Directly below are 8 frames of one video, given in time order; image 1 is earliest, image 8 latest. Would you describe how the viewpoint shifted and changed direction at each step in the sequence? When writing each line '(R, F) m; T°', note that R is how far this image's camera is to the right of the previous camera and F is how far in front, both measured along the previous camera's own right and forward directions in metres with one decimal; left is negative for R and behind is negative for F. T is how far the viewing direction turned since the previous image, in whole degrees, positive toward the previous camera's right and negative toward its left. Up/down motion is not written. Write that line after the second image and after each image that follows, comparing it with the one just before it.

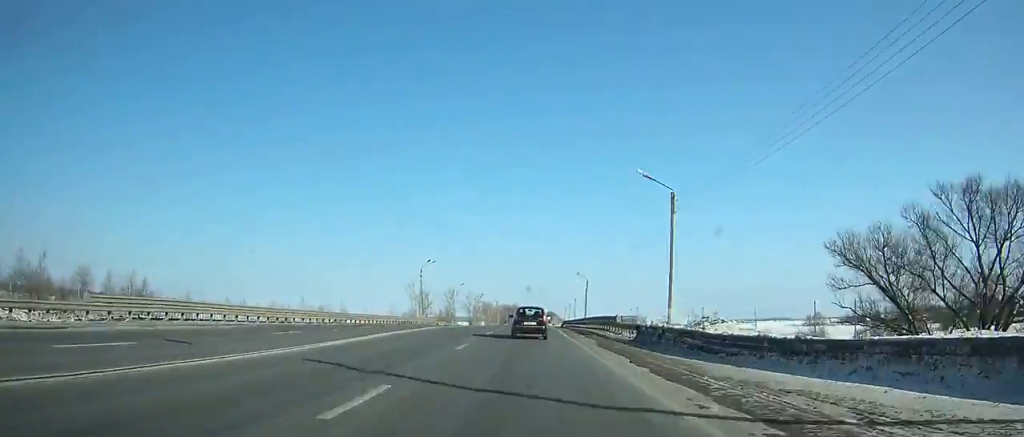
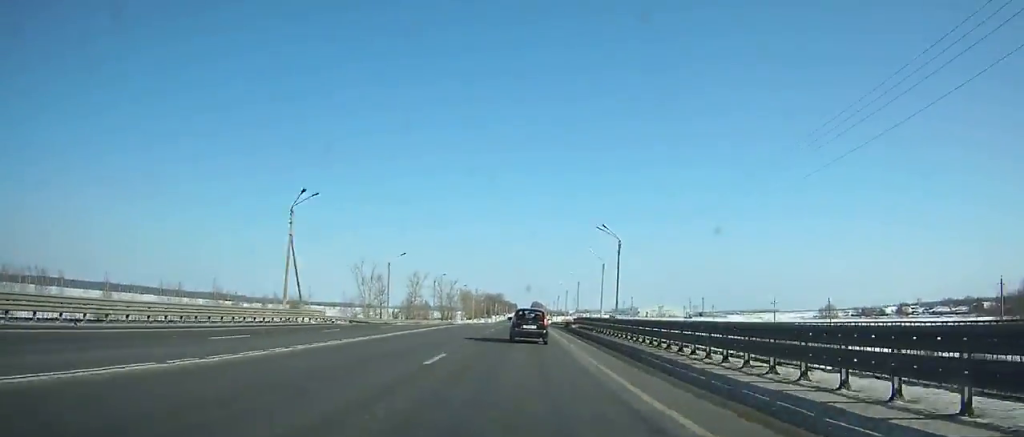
(+0.2, +52.3) m; +1°
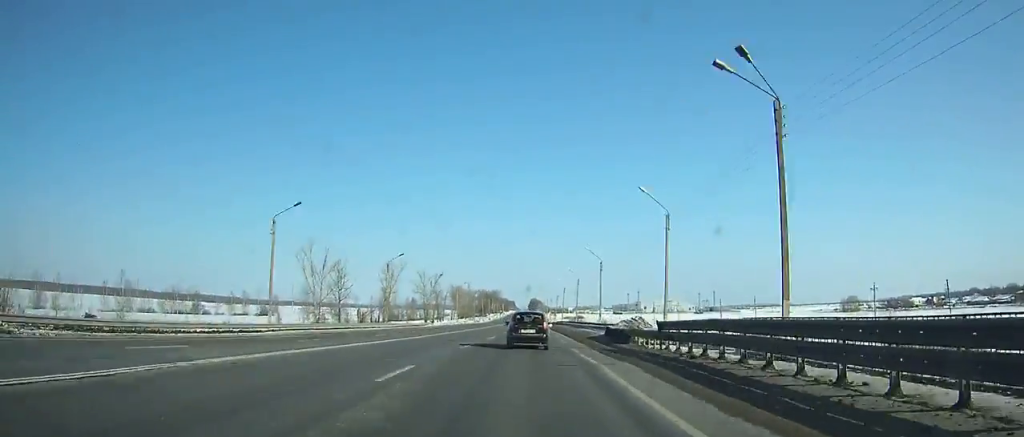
(+0.2, +39.0) m; 0°
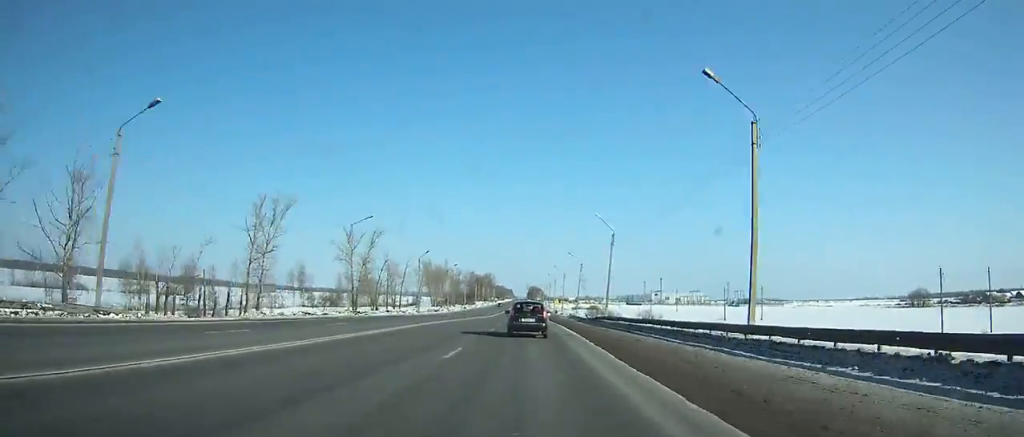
(+0.3, +93.2) m; 0°
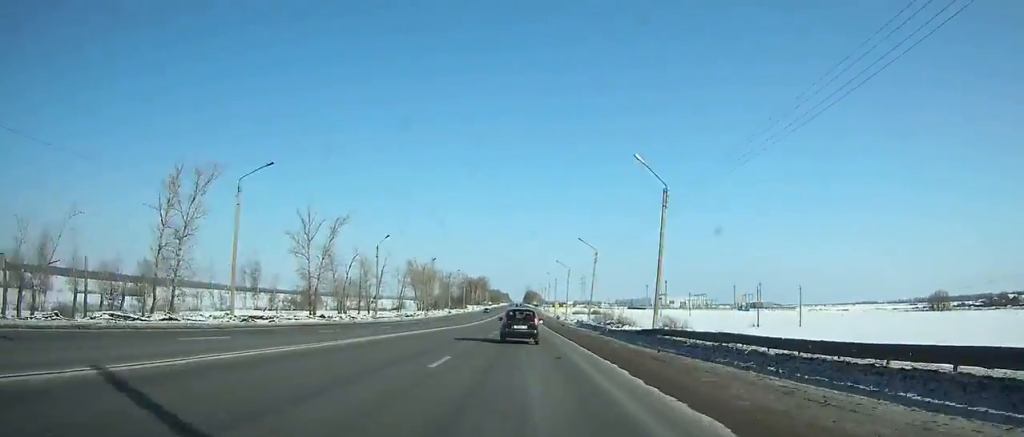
(0.0, +26.2) m; 0°
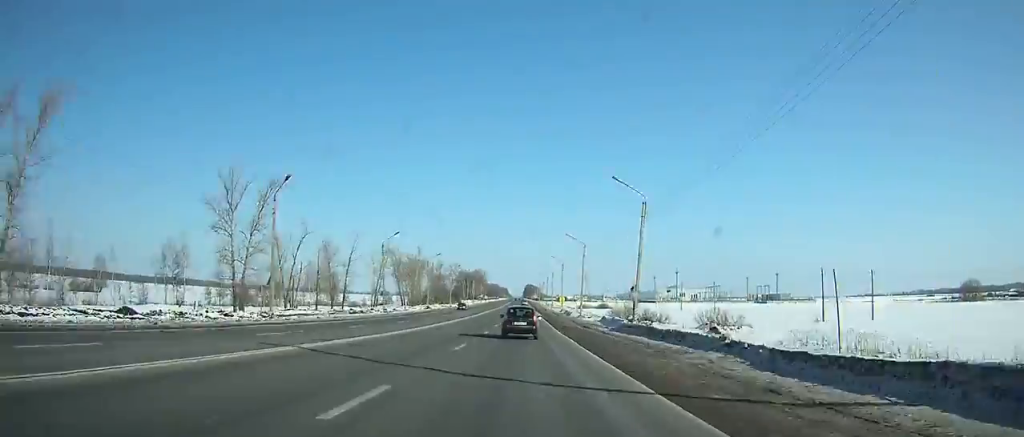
(+0.2, +30.6) m; 0°
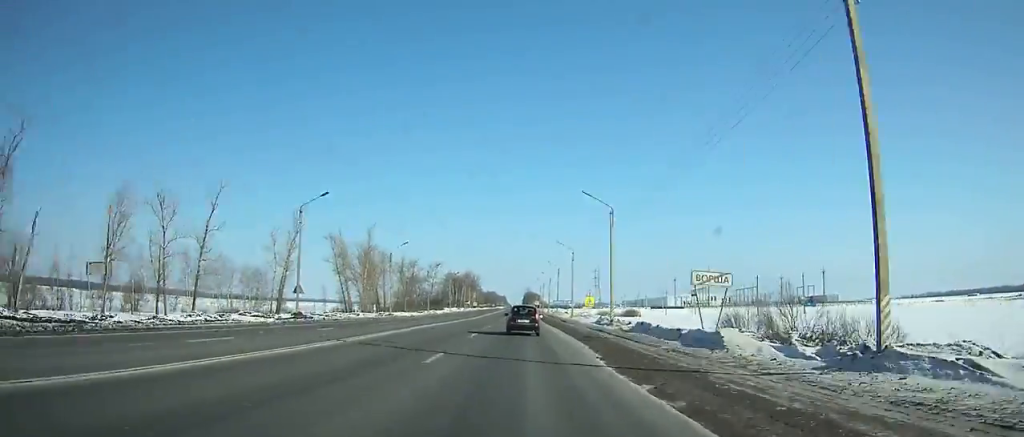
(-0.2, +64.0) m; 0°
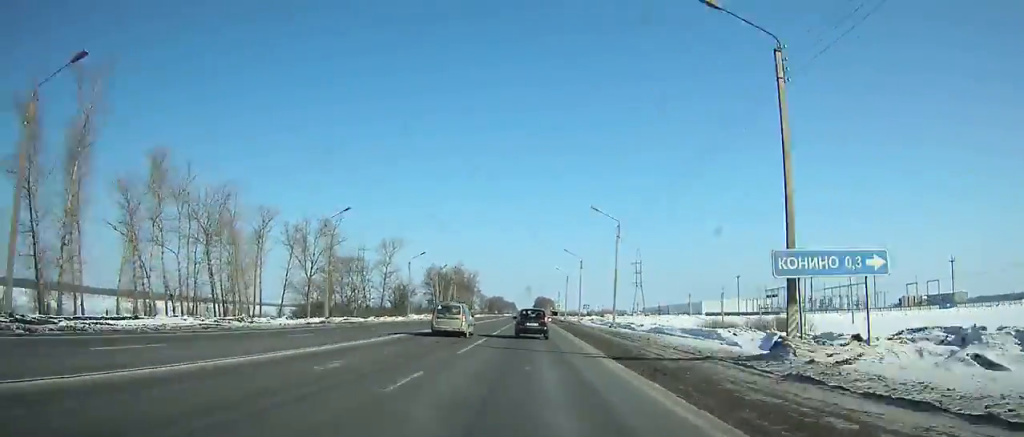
(-0.5, +101.0) m; 0°
